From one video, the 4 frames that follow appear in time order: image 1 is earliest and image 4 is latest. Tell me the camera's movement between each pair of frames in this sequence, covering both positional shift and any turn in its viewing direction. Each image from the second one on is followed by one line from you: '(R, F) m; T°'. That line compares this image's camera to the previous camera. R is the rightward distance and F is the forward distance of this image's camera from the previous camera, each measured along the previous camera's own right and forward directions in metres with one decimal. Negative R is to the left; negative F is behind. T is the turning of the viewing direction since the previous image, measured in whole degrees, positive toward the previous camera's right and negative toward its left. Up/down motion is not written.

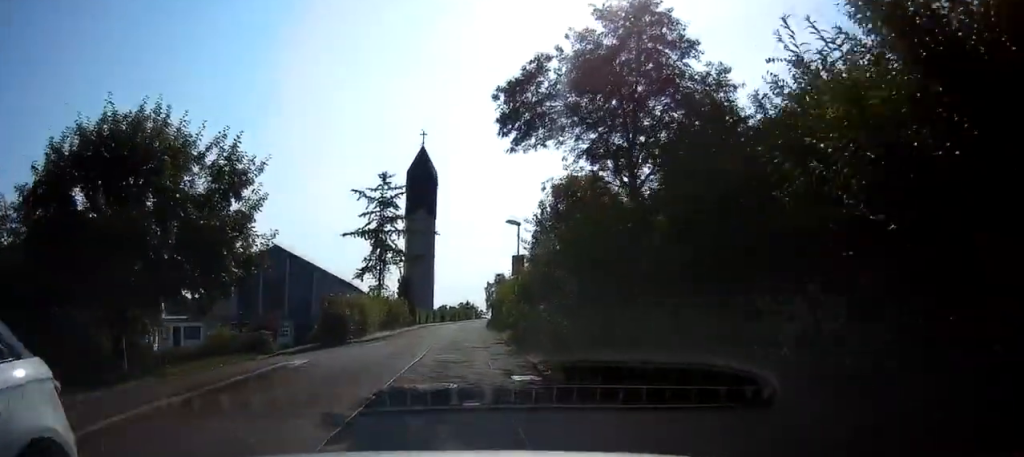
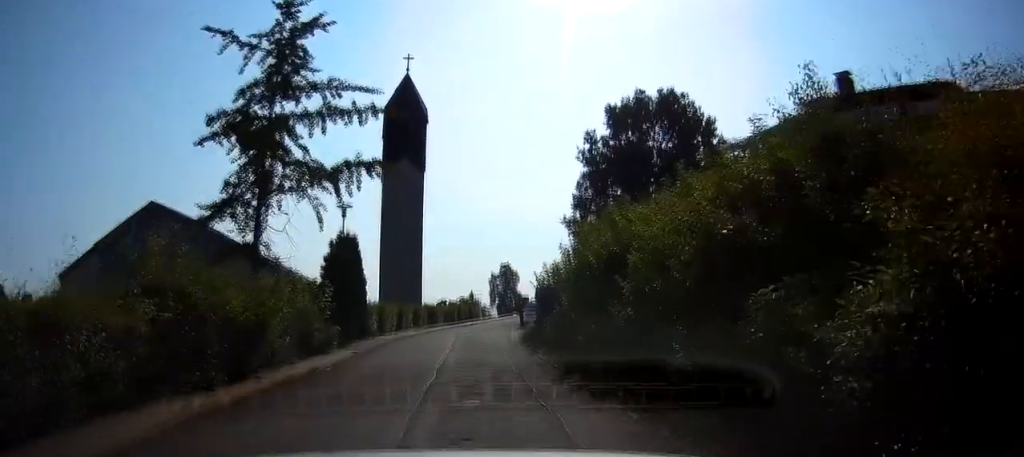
(-2.5, +30.8) m; -13°
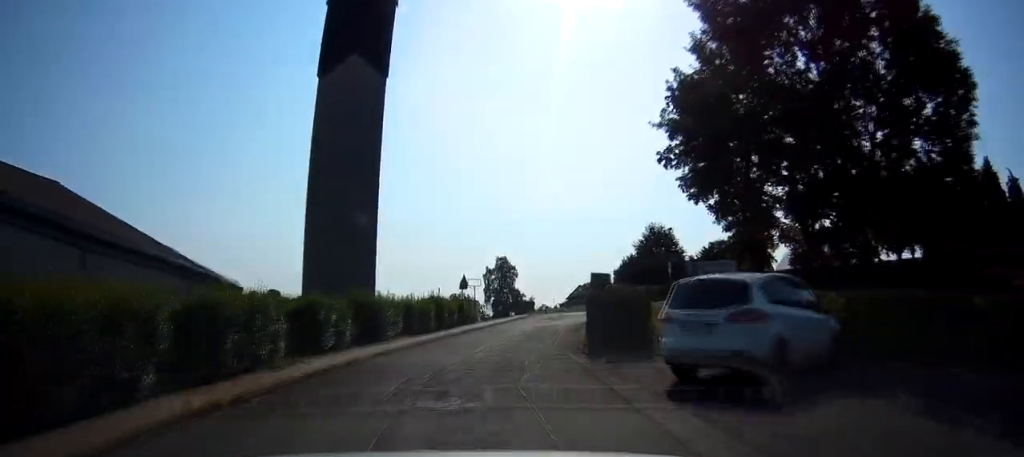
(+0.7, +24.8) m; +2°
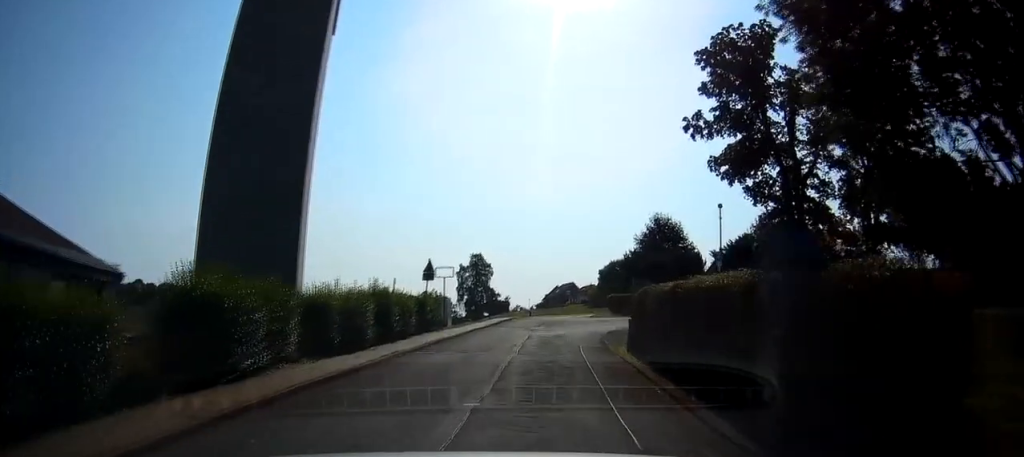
(-0.5, +10.6) m; +4°
